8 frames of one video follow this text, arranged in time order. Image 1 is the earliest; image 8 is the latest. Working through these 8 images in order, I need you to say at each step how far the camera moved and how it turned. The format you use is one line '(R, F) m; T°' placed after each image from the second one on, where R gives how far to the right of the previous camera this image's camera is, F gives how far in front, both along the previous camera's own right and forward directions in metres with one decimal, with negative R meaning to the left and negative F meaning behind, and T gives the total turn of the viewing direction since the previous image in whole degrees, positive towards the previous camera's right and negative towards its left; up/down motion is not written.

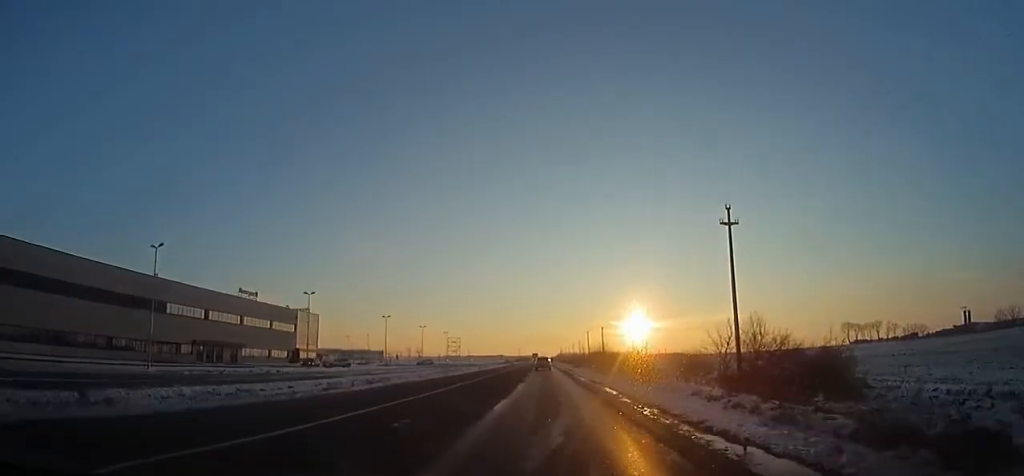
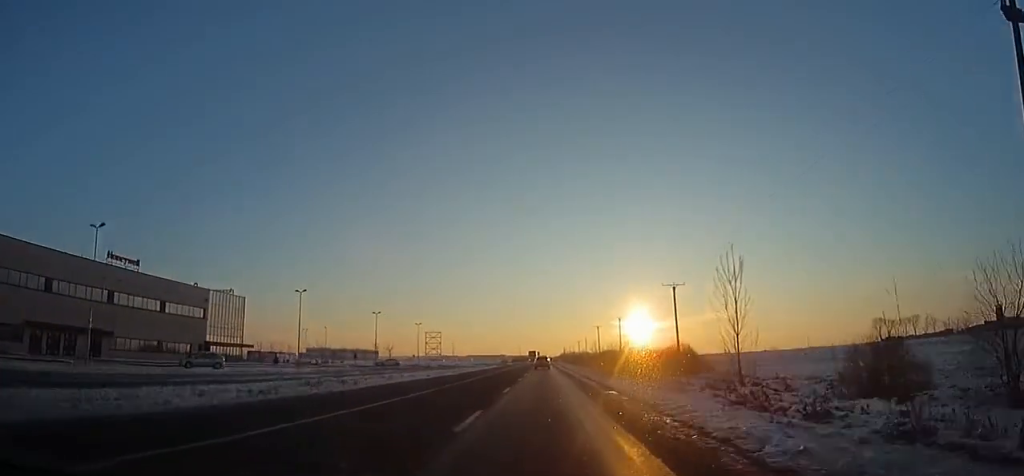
(-0.5, +30.4) m; 0°
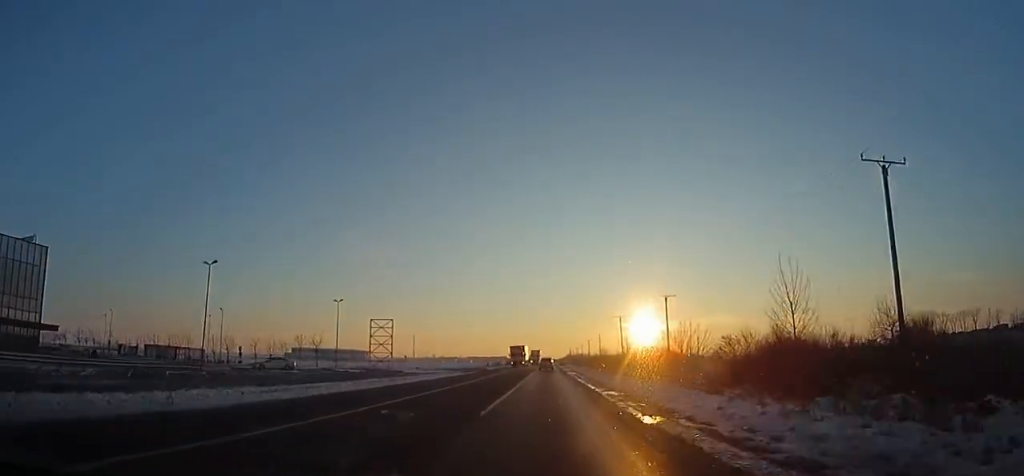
(+0.6, +41.5) m; 0°
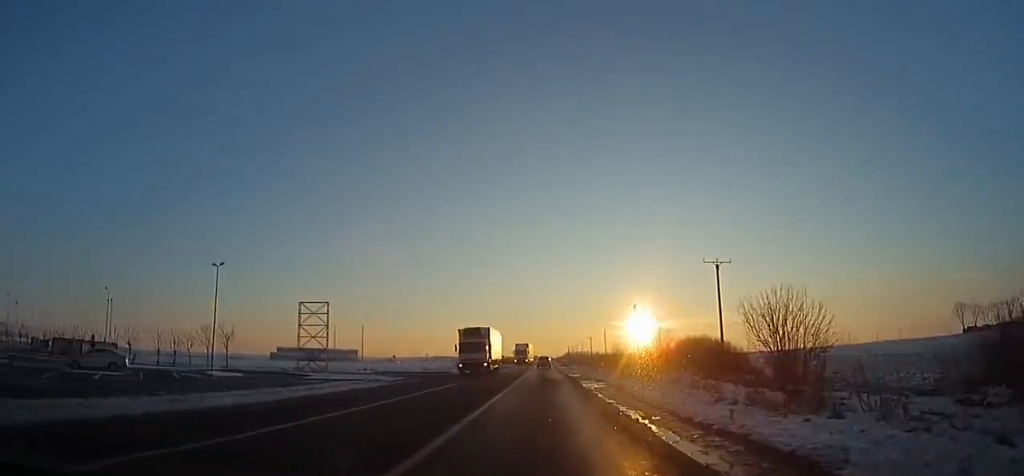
(-0.6, +24.1) m; 0°
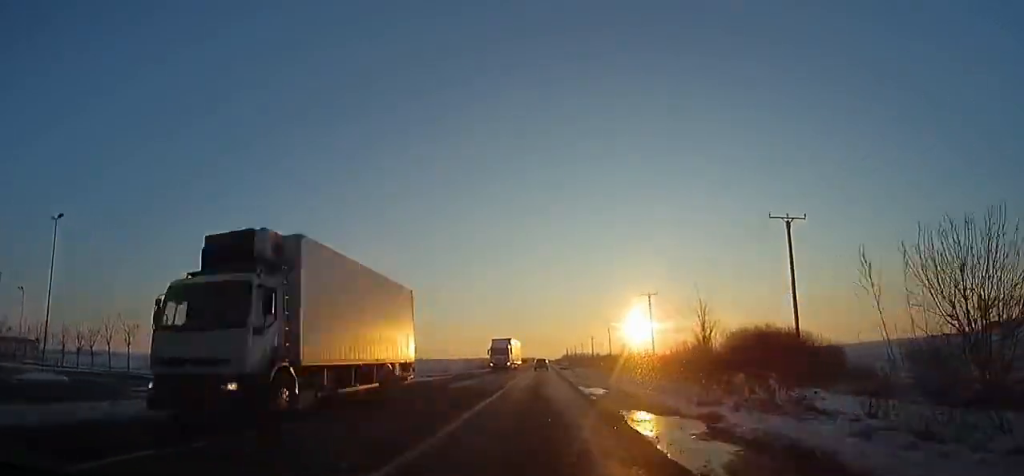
(0.0, +16.3) m; 0°
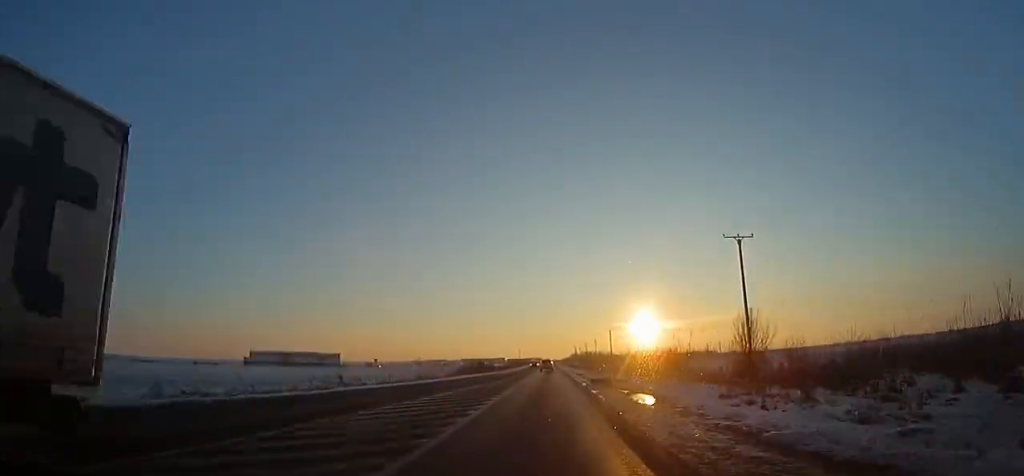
(+0.5, +38.2) m; 0°
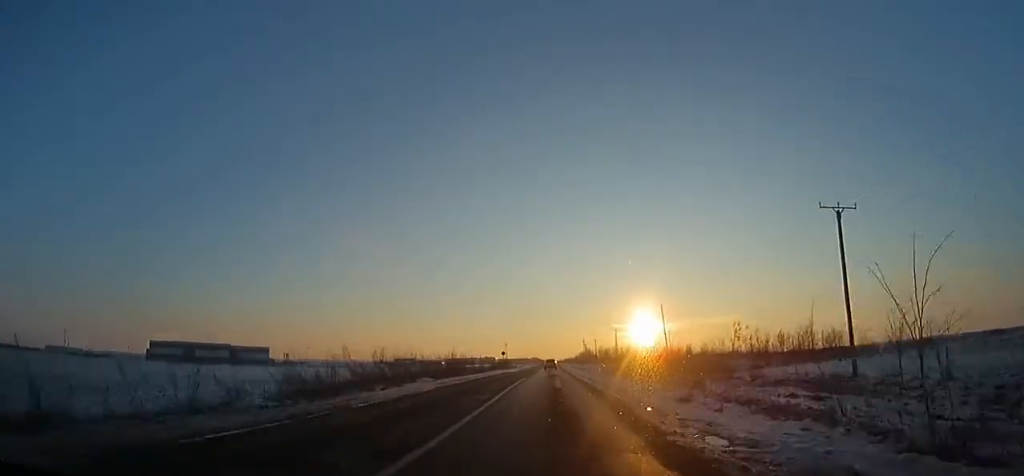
(-1.0, +121.8) m; 0°
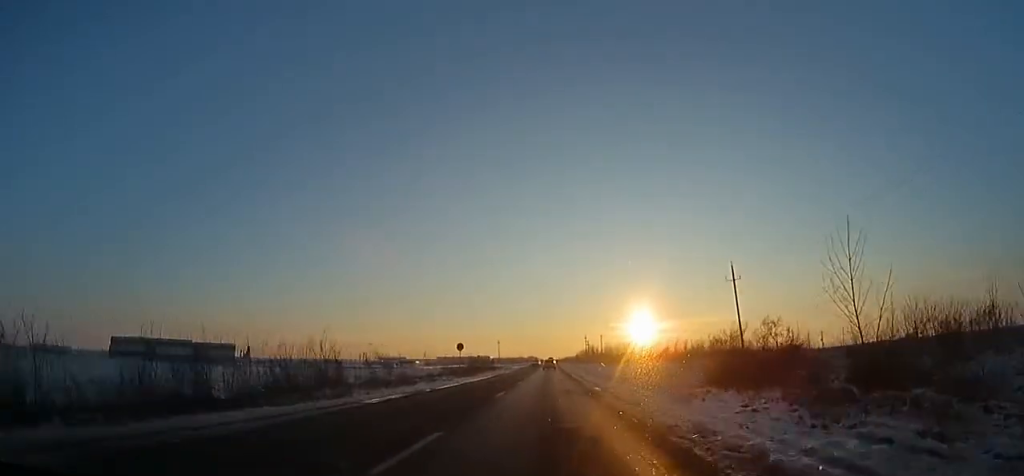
(+0.5, +33.6) m; +1°
